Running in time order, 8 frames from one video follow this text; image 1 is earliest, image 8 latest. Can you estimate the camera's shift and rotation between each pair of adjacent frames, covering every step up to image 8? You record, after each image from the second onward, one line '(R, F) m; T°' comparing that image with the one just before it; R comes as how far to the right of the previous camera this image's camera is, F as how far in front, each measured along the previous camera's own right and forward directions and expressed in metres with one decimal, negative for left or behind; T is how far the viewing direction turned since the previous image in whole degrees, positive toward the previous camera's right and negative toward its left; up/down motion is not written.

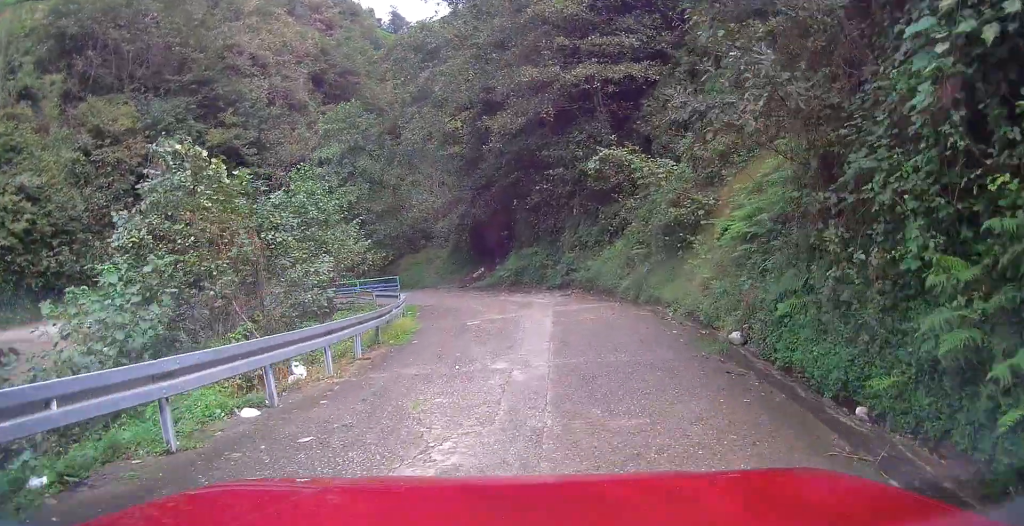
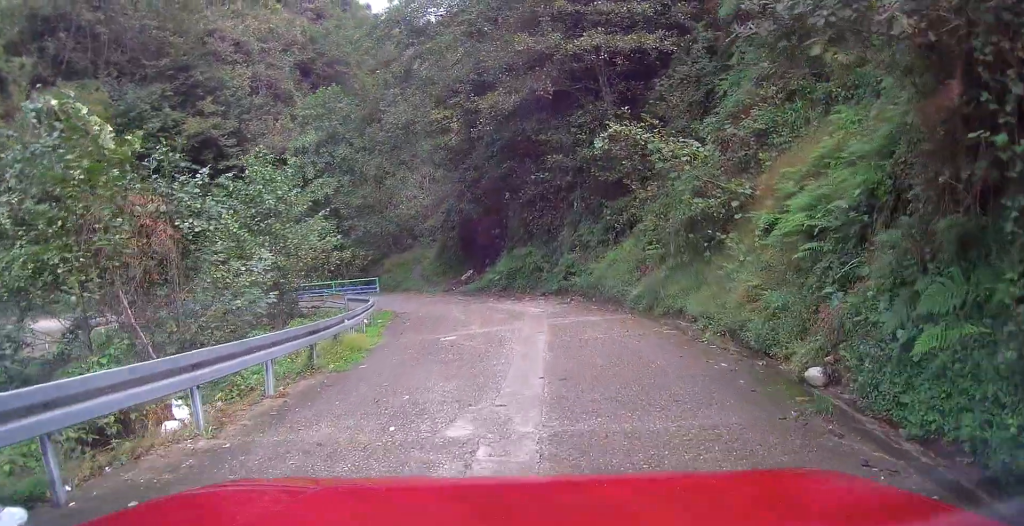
(+0.1, +3.3) m; 0°
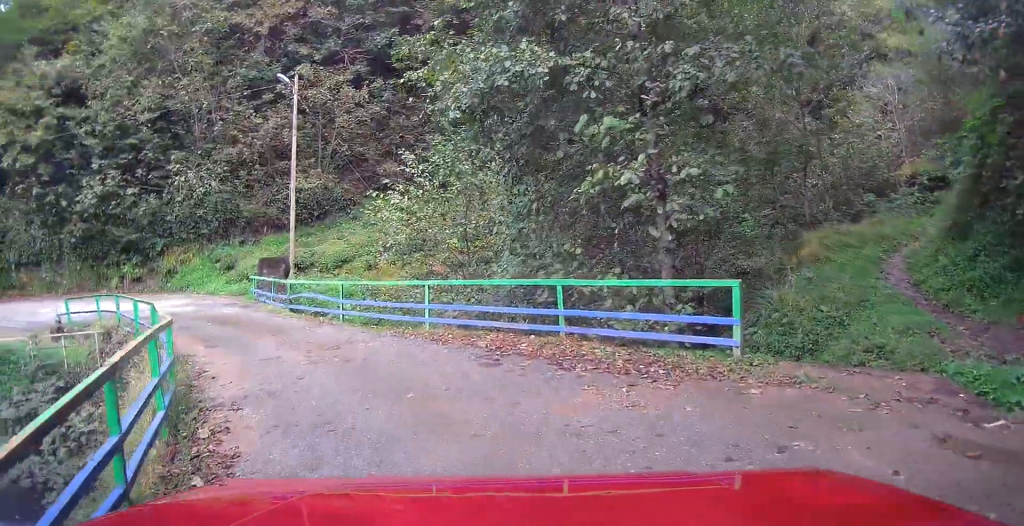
(-4.3, +24.2) m; -35°
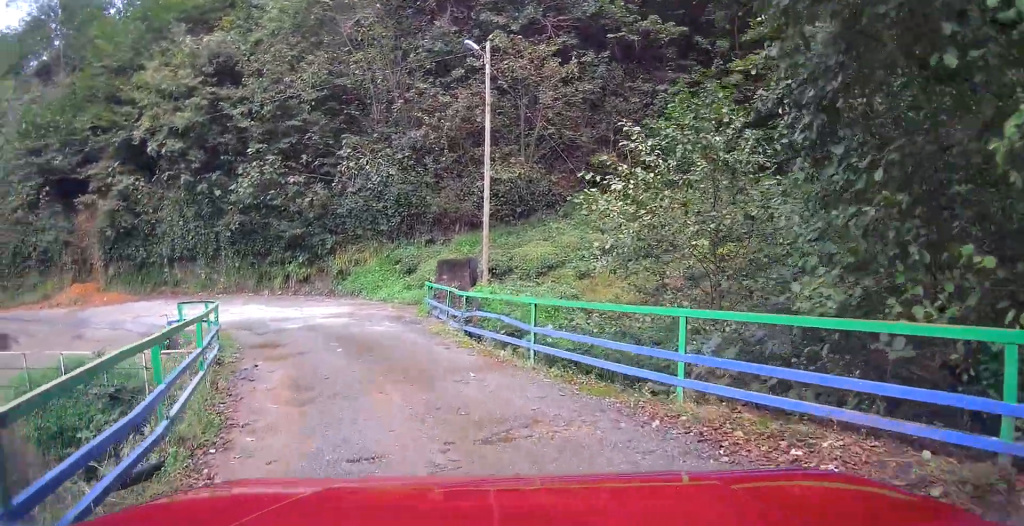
(-0.4, +4.4) m; -14°
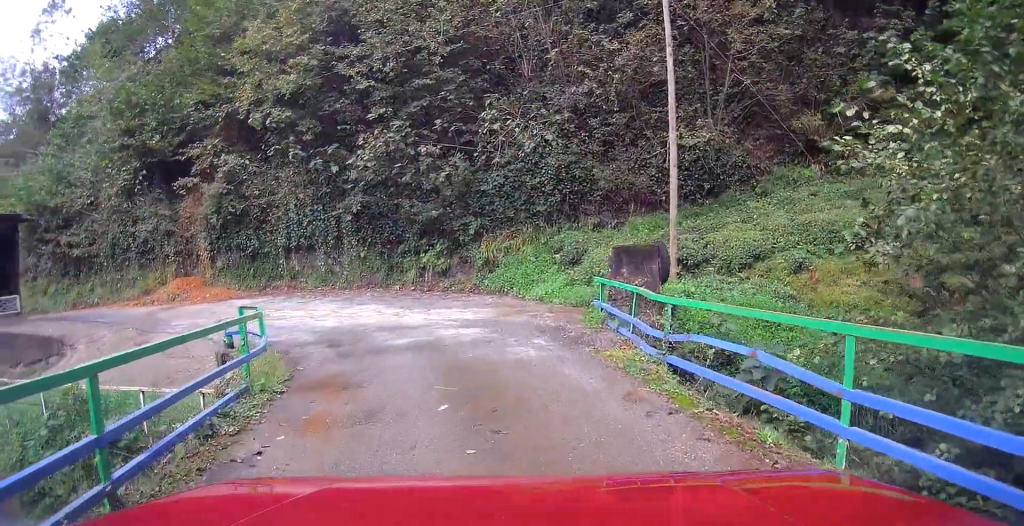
(-0.7, +4.3) m; -15°
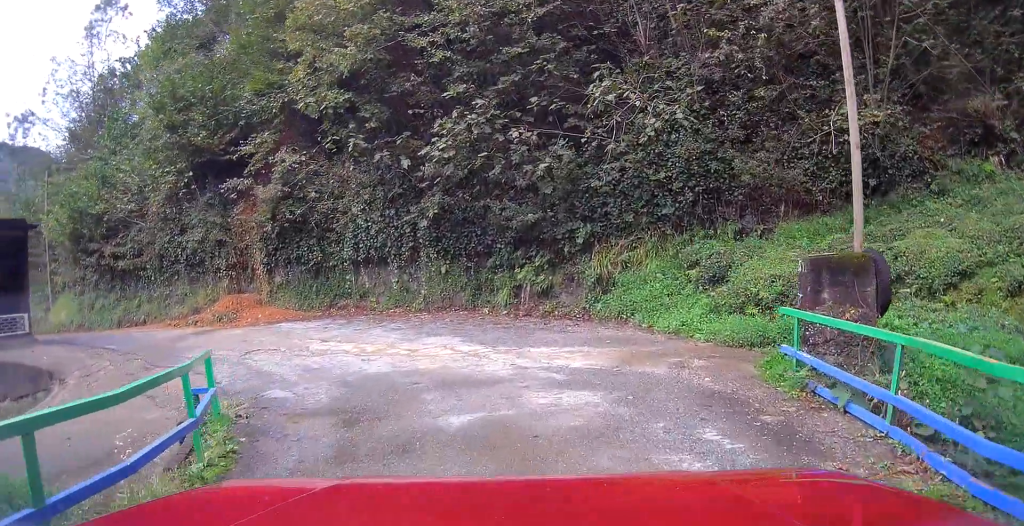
(-0.6, +3.9) m; -14°
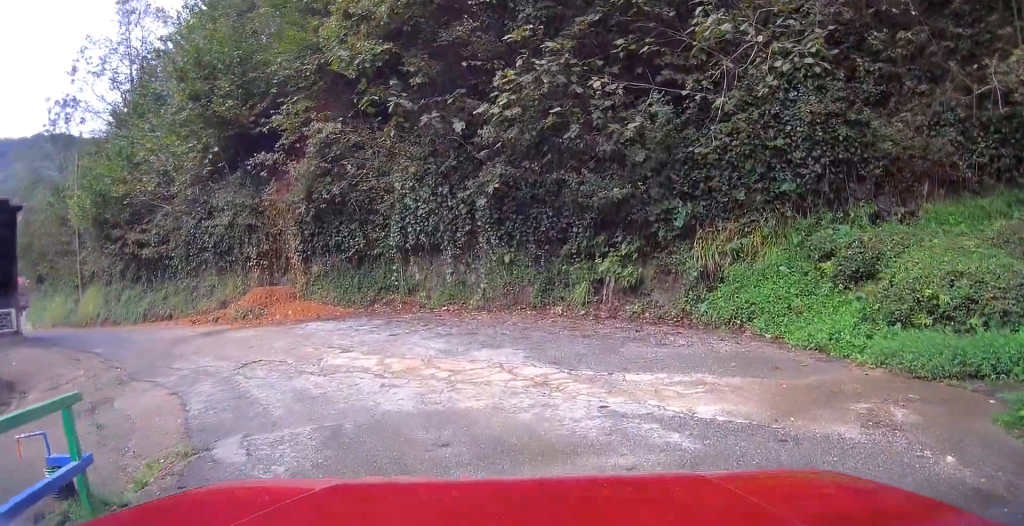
(-0.1, +3.0) m; -11°
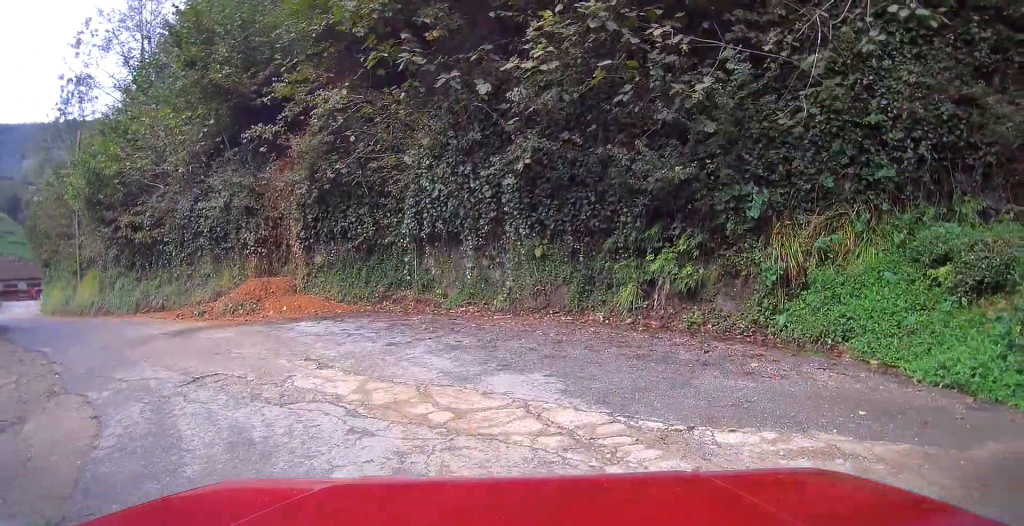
(-0.3, +2.0) m; -10°
